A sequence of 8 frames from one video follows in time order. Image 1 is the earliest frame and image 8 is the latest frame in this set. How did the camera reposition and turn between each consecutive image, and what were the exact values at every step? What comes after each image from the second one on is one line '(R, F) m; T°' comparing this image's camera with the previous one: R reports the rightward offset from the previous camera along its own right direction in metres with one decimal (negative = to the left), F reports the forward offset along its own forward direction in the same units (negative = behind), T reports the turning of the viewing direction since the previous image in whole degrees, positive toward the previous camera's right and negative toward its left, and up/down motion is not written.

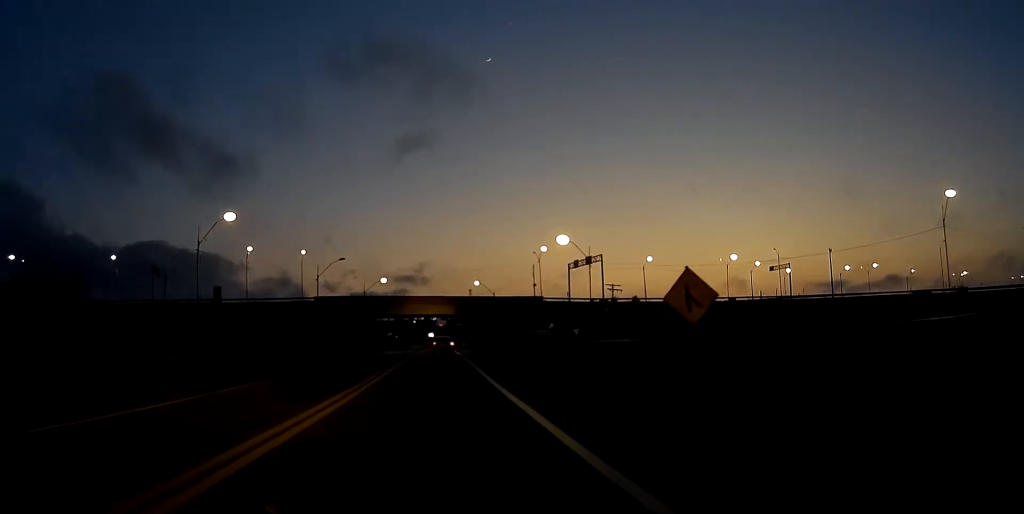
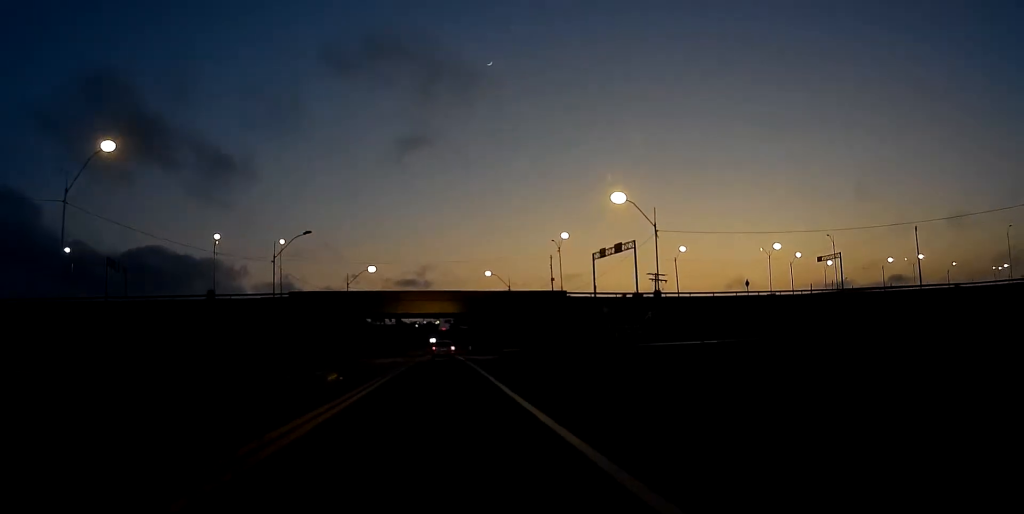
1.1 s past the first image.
(0.0, +21.0) m; 0°
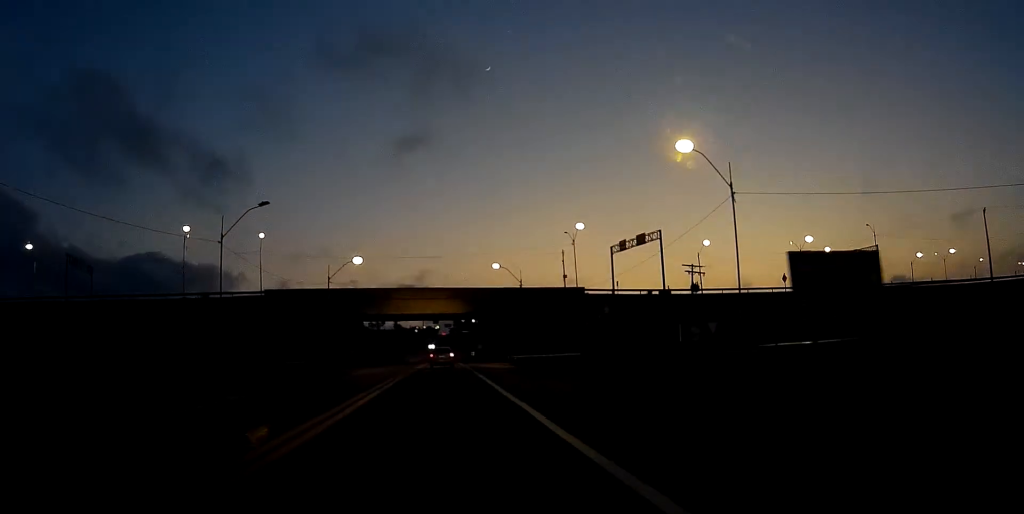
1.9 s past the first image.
(0.0, +13.6) m; 0°
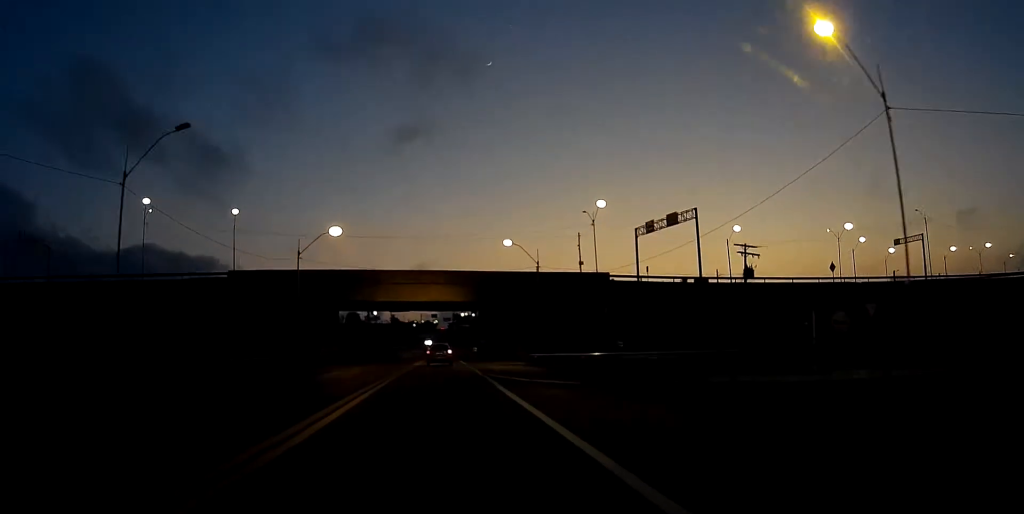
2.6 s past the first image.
(-0.1, +14.2) m; 0°
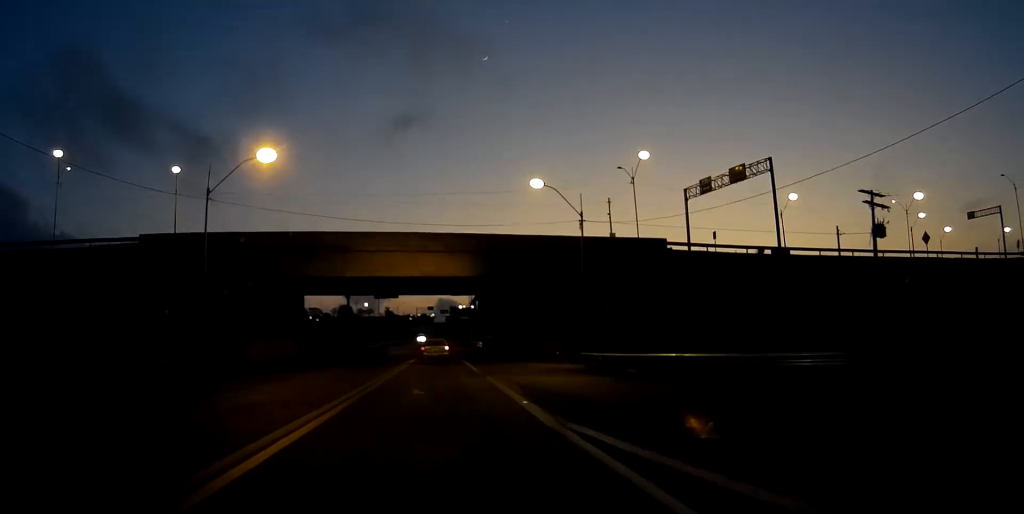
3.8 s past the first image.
(0.0, +21.1) m; 0°
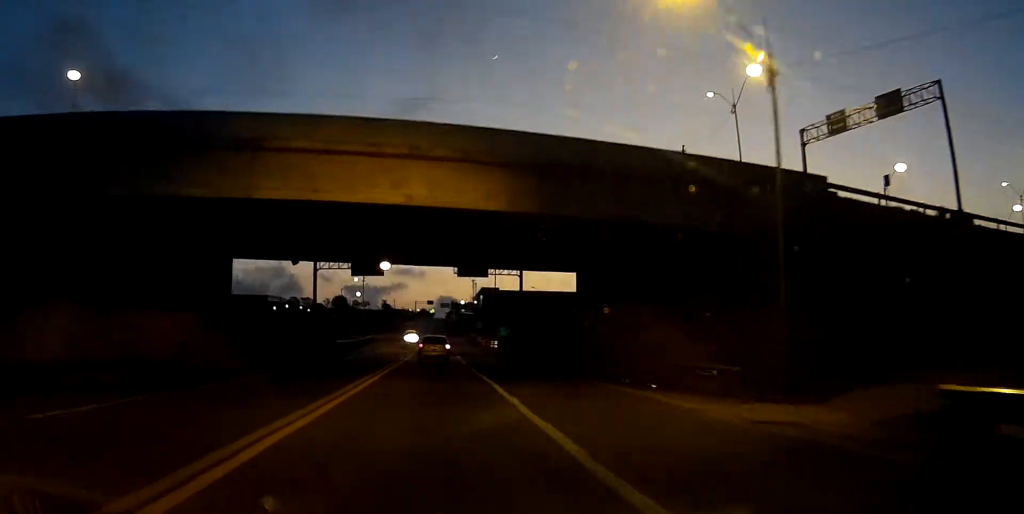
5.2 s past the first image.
(-0.1, +25.2) m; 0°
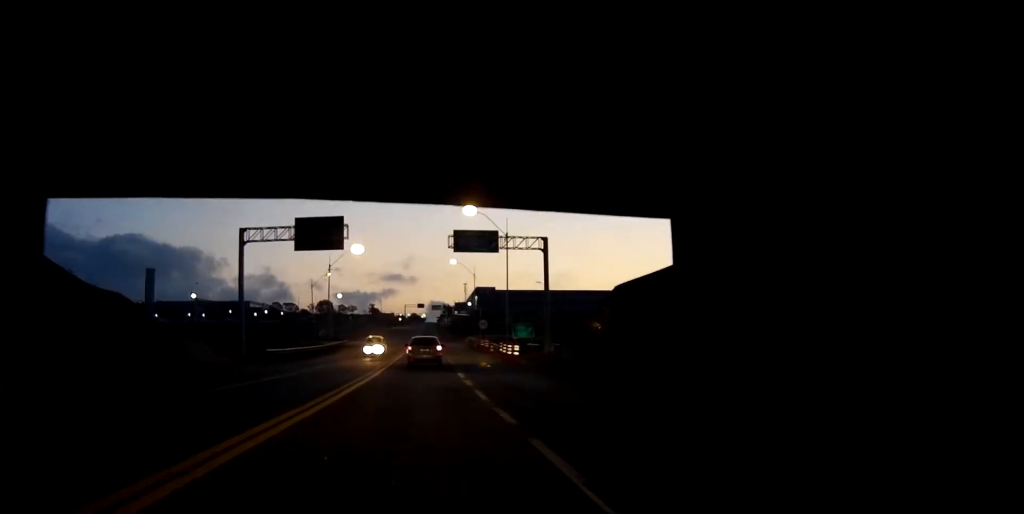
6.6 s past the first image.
(+0.3, +22.7) m; 0°
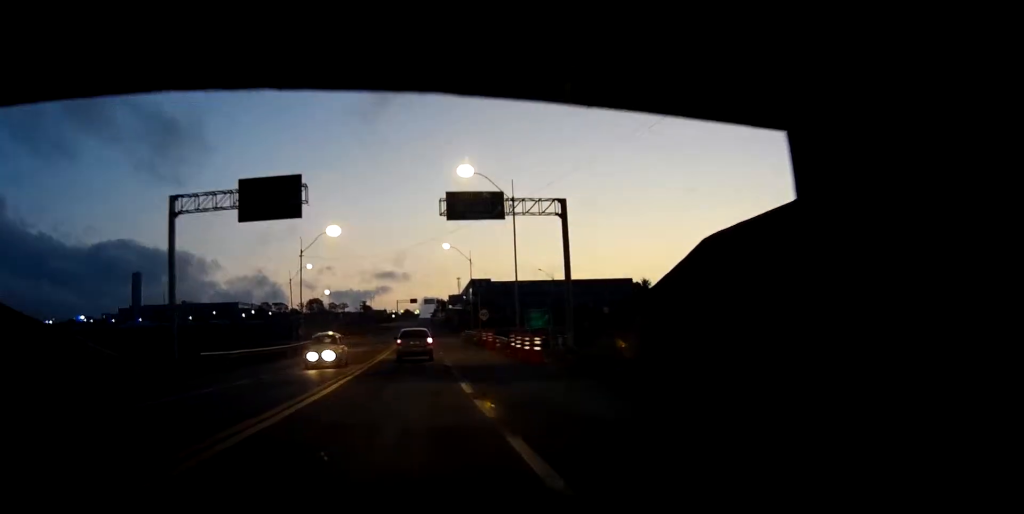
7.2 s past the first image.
(-0.1, +10.6) m; -1°
